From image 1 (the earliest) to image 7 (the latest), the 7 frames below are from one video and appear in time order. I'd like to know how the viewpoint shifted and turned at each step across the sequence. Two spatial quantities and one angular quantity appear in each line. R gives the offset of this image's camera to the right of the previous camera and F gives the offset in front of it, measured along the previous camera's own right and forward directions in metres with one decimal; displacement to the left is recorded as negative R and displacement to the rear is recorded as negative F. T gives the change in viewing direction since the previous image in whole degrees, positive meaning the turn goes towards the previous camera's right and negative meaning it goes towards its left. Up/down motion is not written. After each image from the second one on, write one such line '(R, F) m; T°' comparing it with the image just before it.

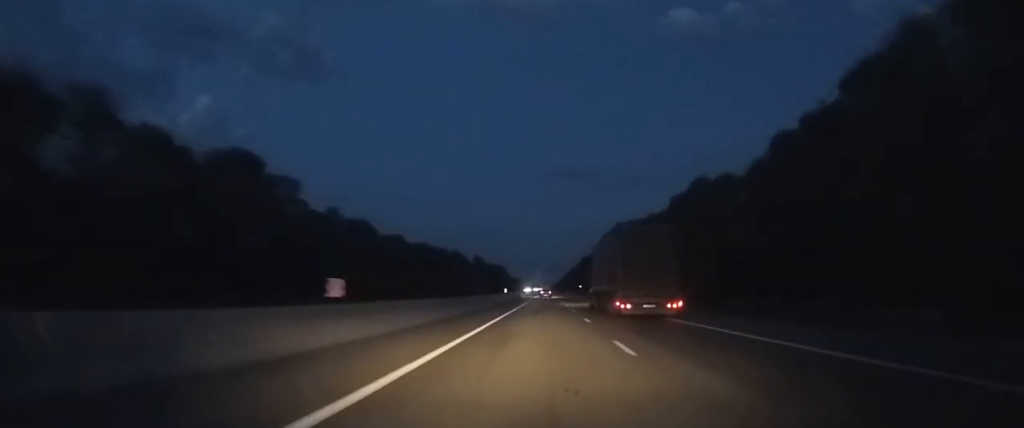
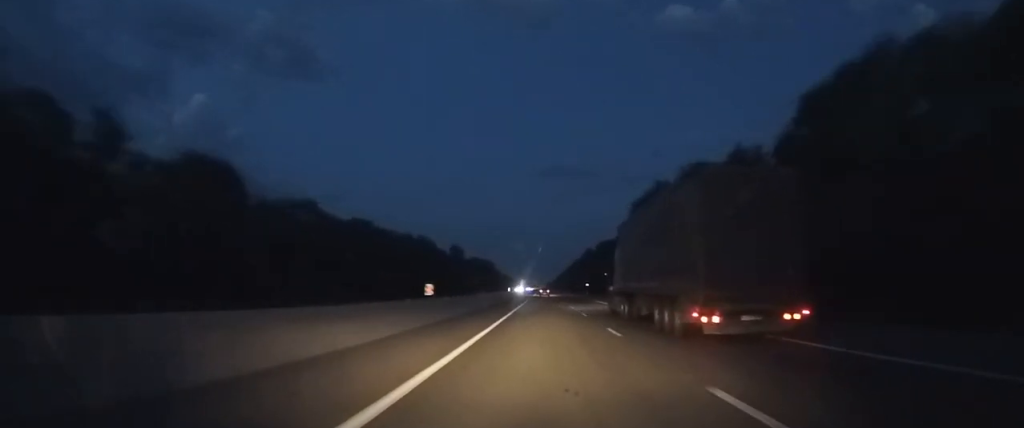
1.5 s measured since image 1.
(+0.3, +38.2) m; +1°
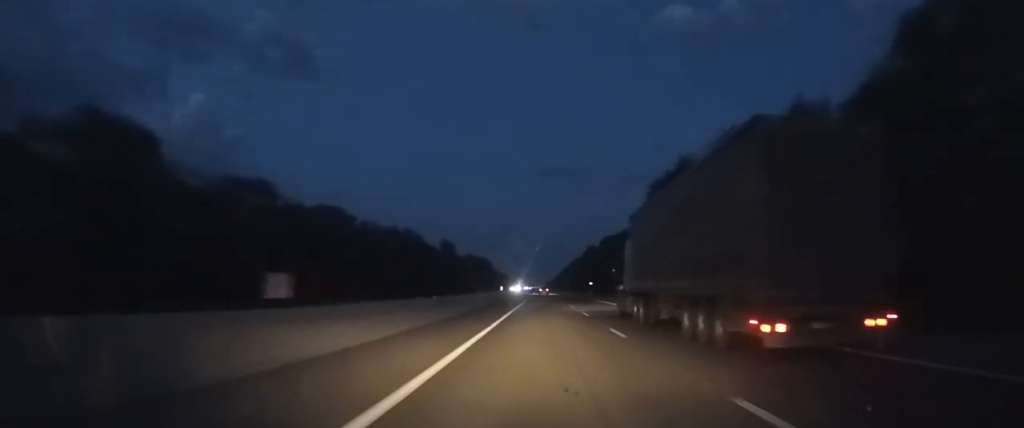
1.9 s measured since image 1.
(0.0, +13.5) m; 0°
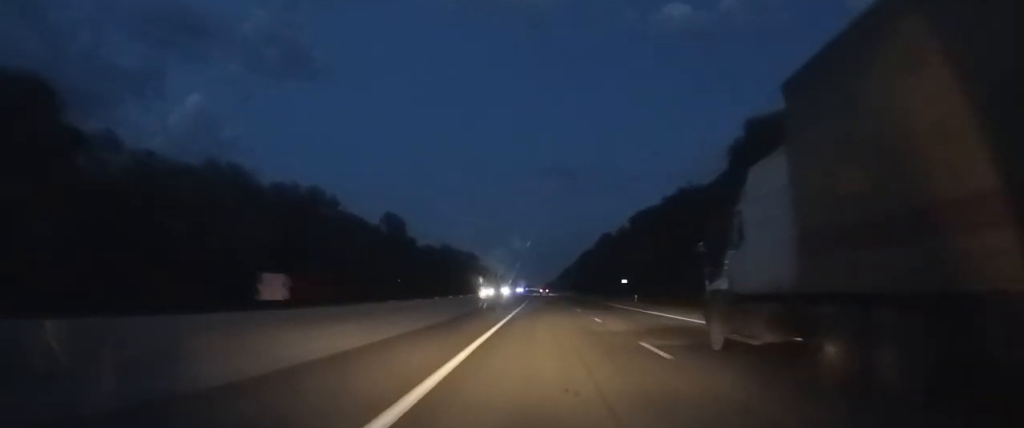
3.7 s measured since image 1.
(0.0, +63.8) m; 0°
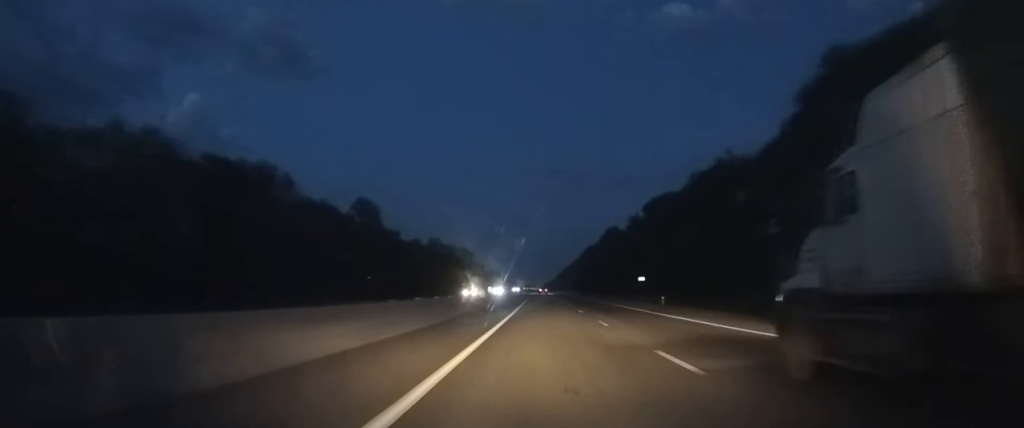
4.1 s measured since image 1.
(0.0, +16.7) m; 0°
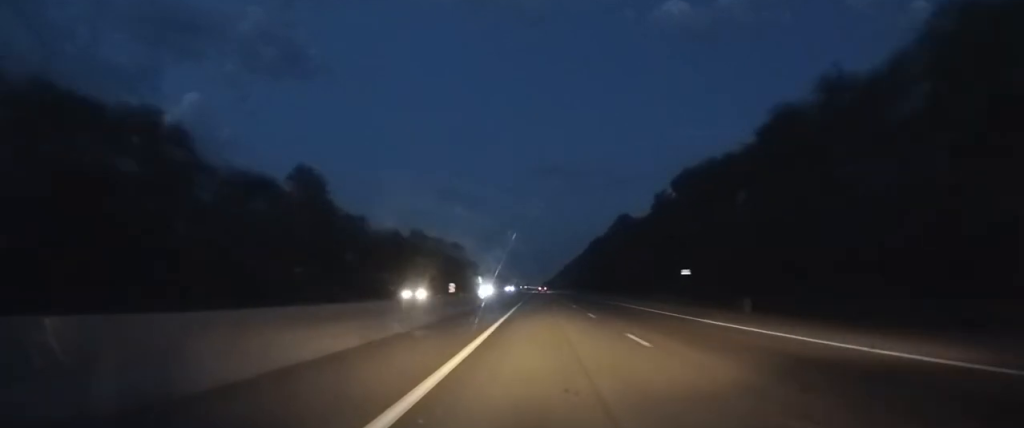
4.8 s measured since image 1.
(+0.2, +22.4) m; 0°
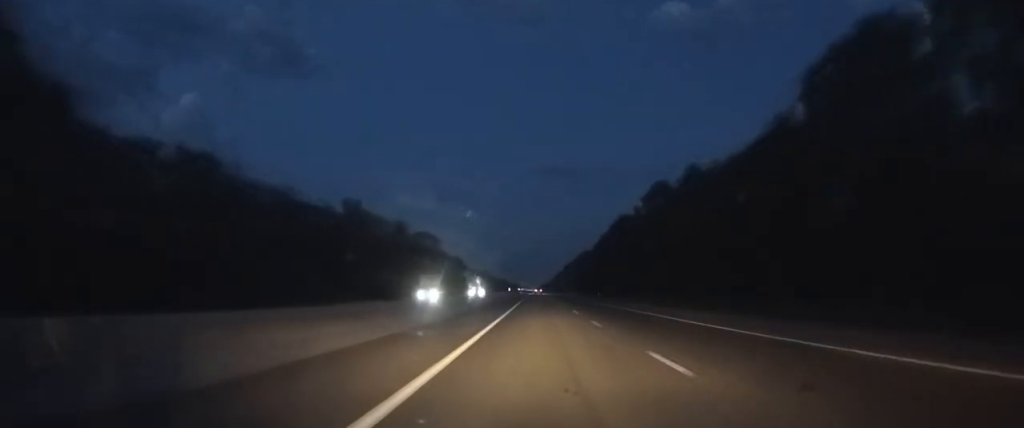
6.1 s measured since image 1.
(0.0, +42.6) m; 0°
